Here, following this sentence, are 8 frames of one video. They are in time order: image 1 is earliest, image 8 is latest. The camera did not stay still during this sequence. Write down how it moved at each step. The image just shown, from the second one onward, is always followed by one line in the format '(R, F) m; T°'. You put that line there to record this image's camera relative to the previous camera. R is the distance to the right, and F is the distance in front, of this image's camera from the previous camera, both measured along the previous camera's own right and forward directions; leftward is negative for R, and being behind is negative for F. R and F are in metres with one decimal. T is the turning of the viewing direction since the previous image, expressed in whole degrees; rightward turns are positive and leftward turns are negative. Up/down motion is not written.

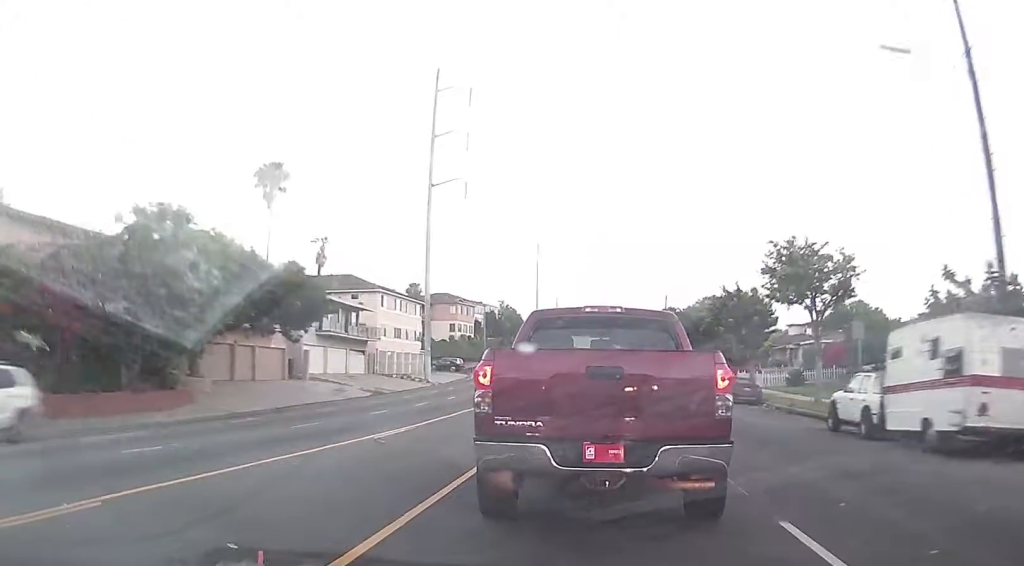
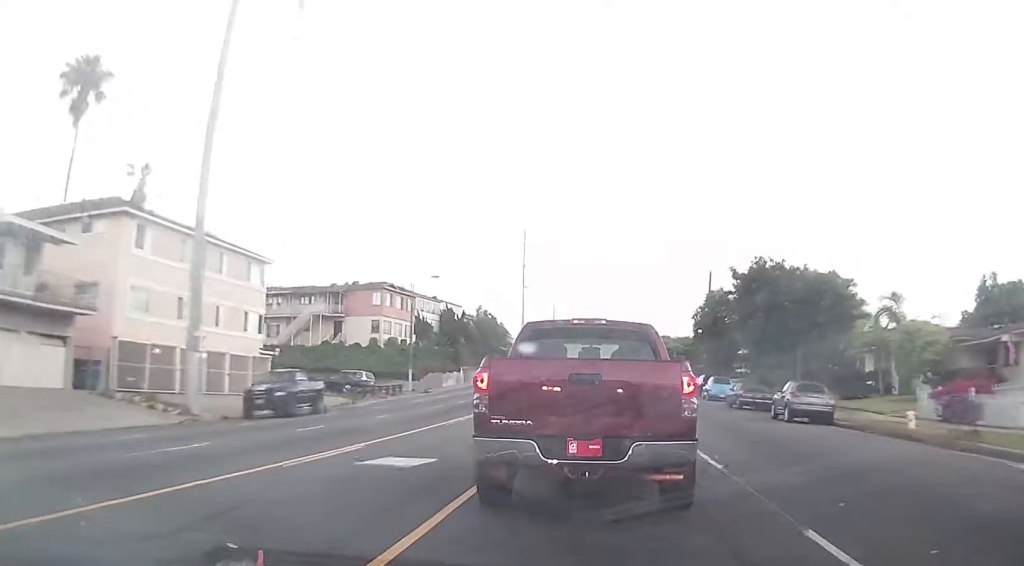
(-0.7, +44.3) m; 0°
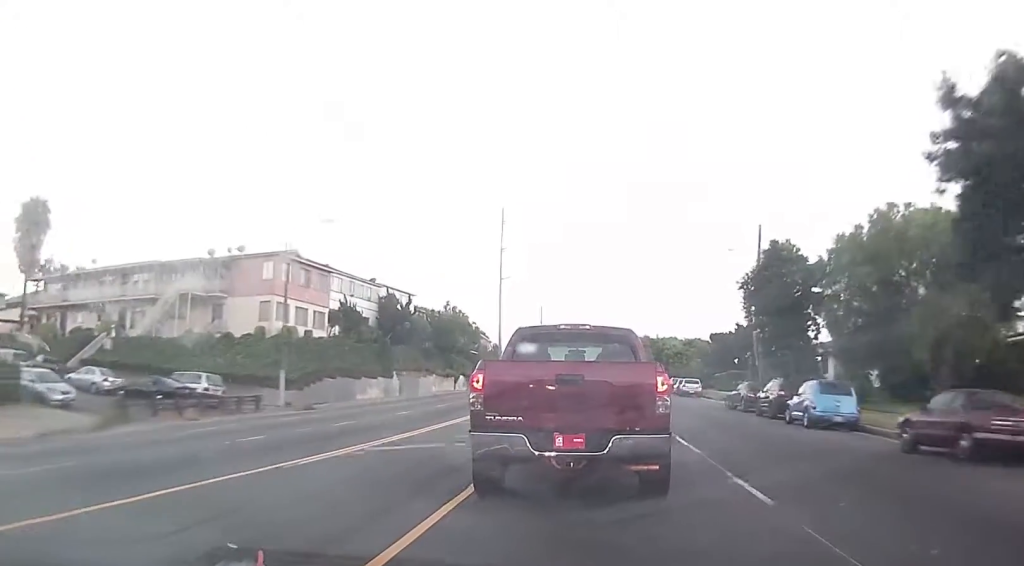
(+0.1, +25.9) m; -1°
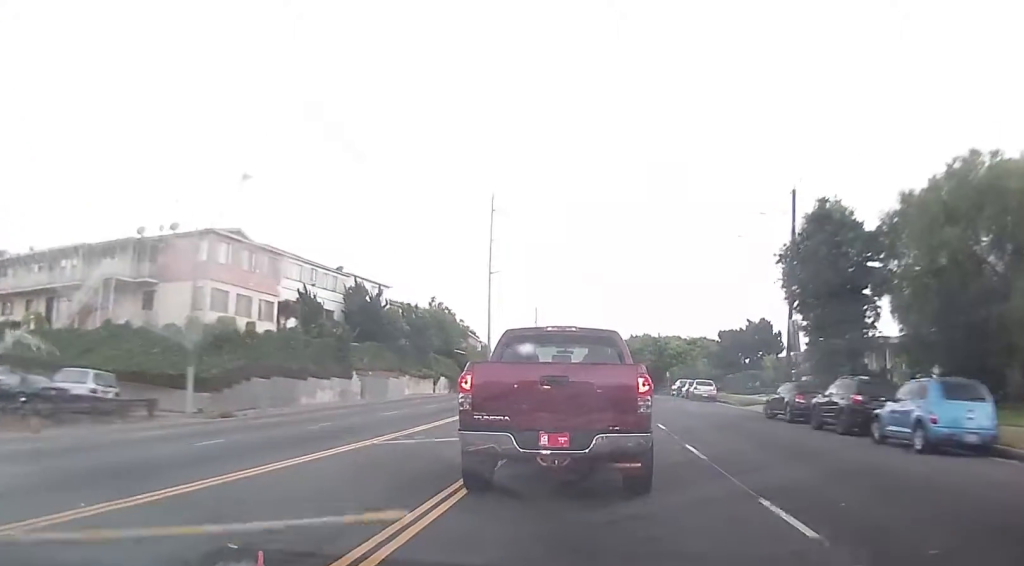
(-0.1, +9.4) m; 0°
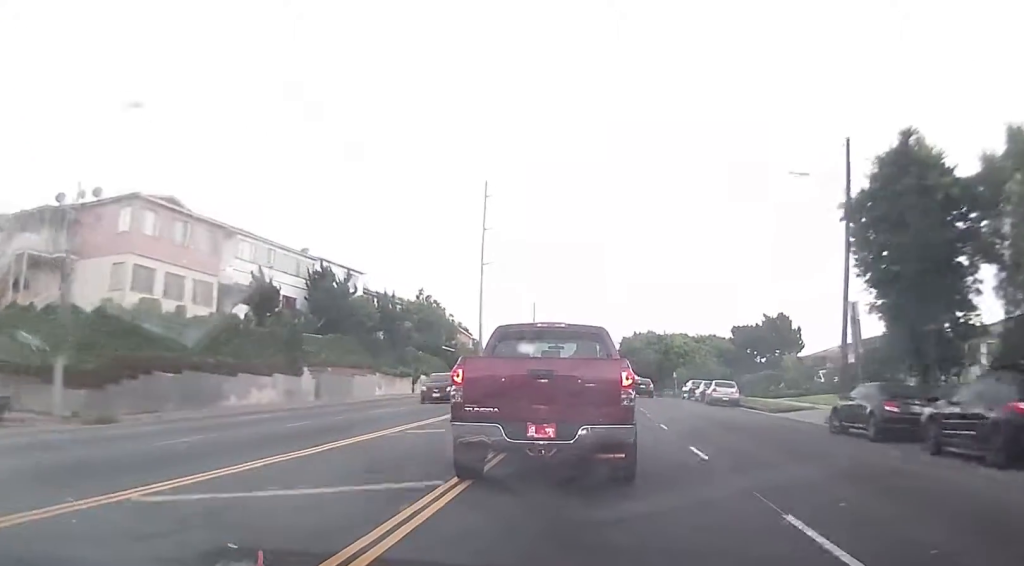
(+0.2, +8.8) m; +1°
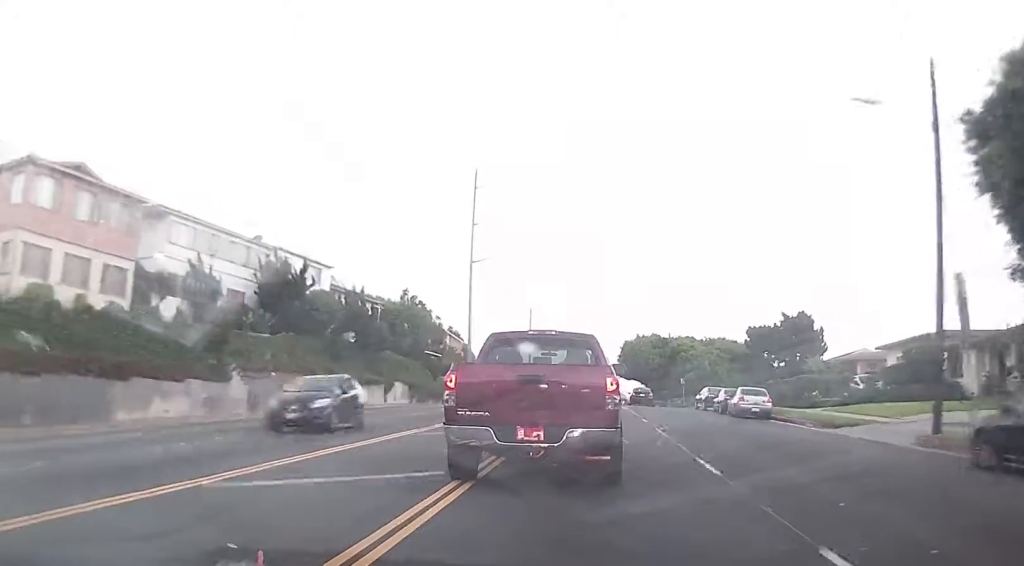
(+0.1, +8.8) m; +1°
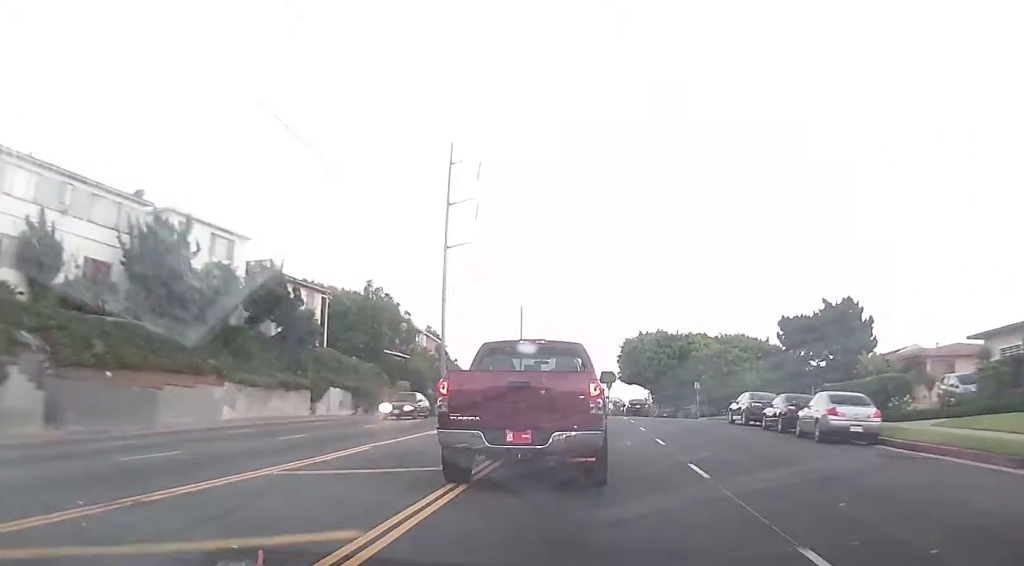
(0.0, +14.8) m; +1°
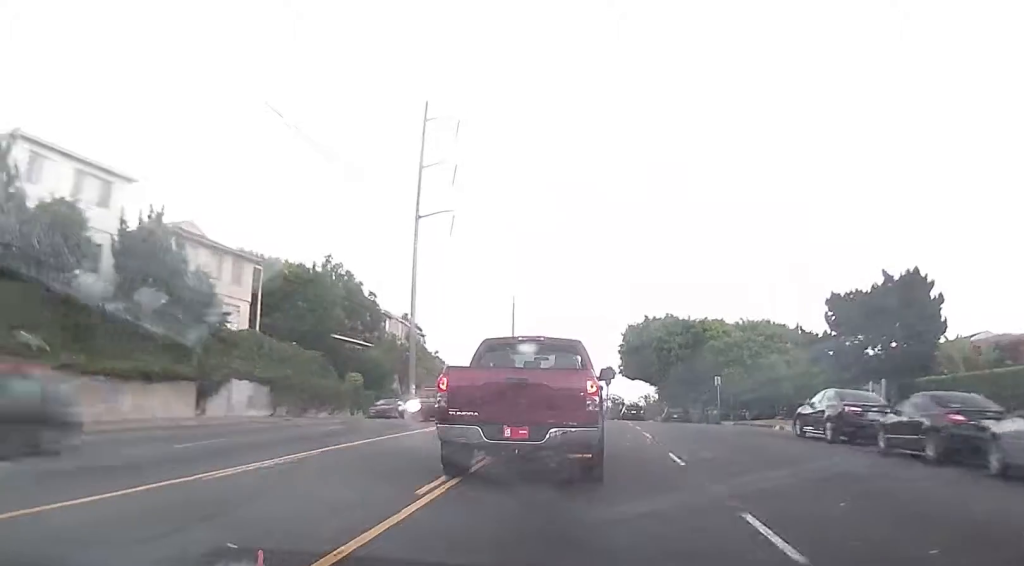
(+0.3, +13.1) m; 0°
